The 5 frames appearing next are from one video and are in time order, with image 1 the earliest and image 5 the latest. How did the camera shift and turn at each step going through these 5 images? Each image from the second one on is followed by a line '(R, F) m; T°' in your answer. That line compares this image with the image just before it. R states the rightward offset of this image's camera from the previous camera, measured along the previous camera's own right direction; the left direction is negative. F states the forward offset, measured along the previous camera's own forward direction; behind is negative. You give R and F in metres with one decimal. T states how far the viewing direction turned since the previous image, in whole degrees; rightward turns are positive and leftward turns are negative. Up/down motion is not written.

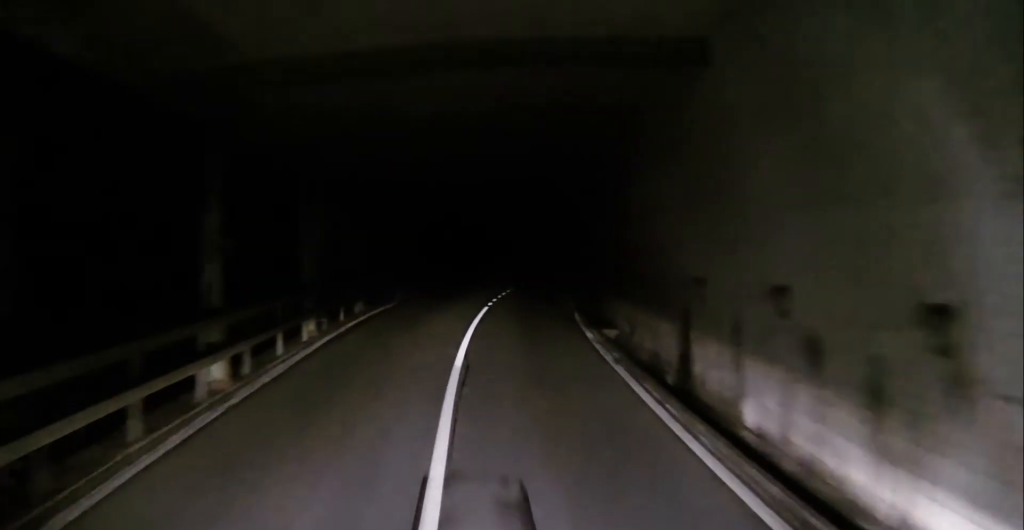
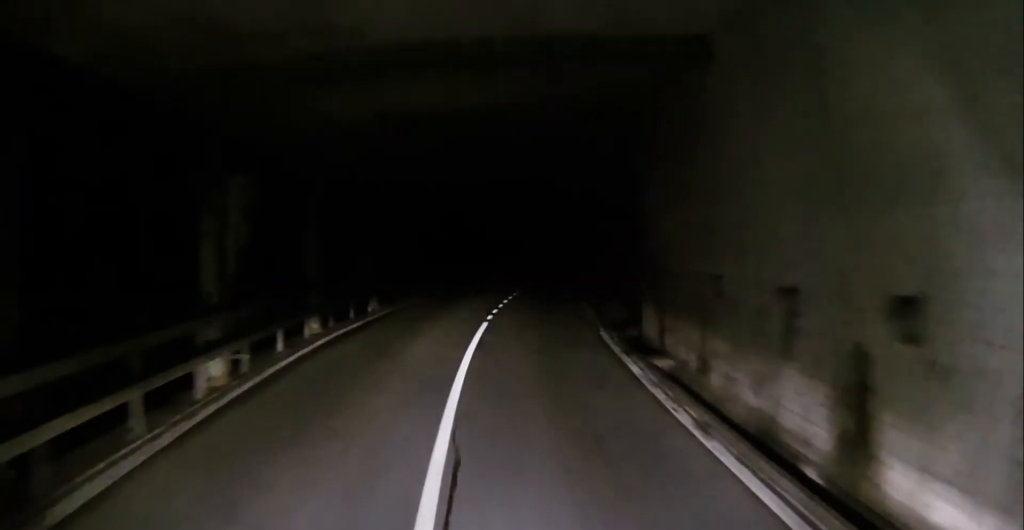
(+0.2, +4.3) m; -1°
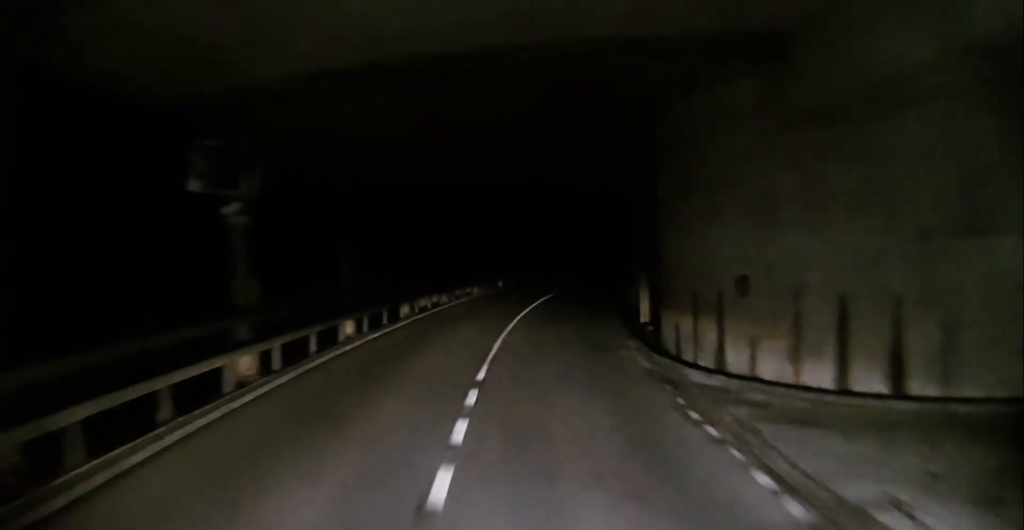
(-0.7, +16.2) m; 0°
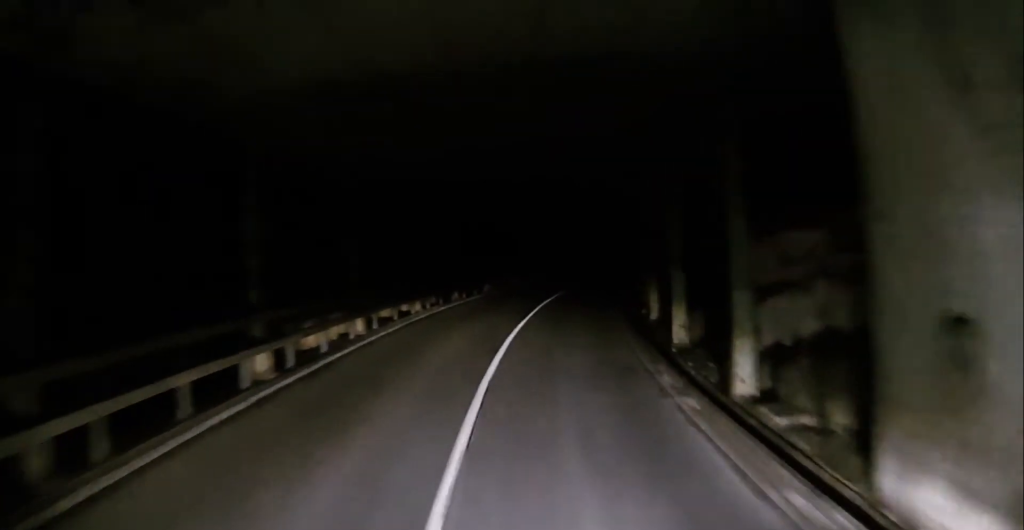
(+0.2, +8.0) m; +2°
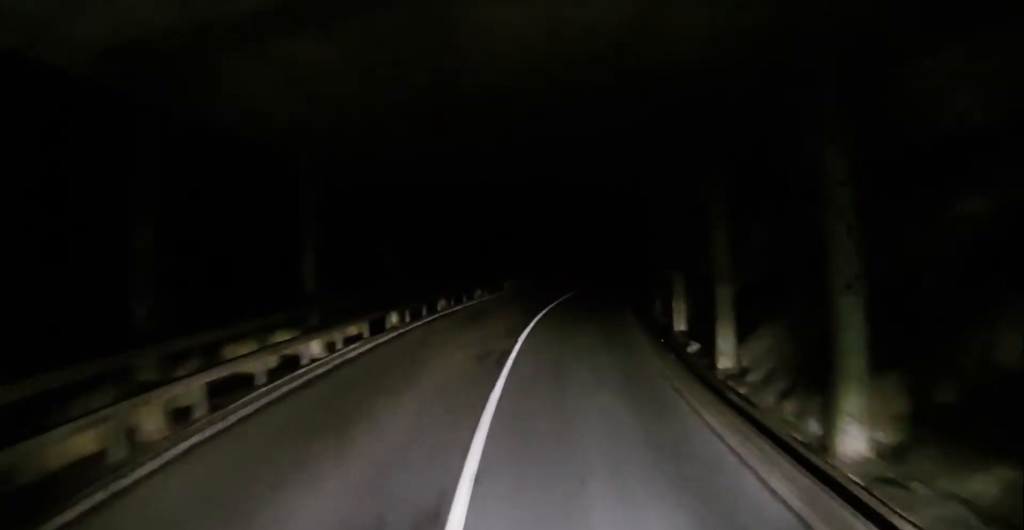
(+0.1, +6.7) m; +1°
